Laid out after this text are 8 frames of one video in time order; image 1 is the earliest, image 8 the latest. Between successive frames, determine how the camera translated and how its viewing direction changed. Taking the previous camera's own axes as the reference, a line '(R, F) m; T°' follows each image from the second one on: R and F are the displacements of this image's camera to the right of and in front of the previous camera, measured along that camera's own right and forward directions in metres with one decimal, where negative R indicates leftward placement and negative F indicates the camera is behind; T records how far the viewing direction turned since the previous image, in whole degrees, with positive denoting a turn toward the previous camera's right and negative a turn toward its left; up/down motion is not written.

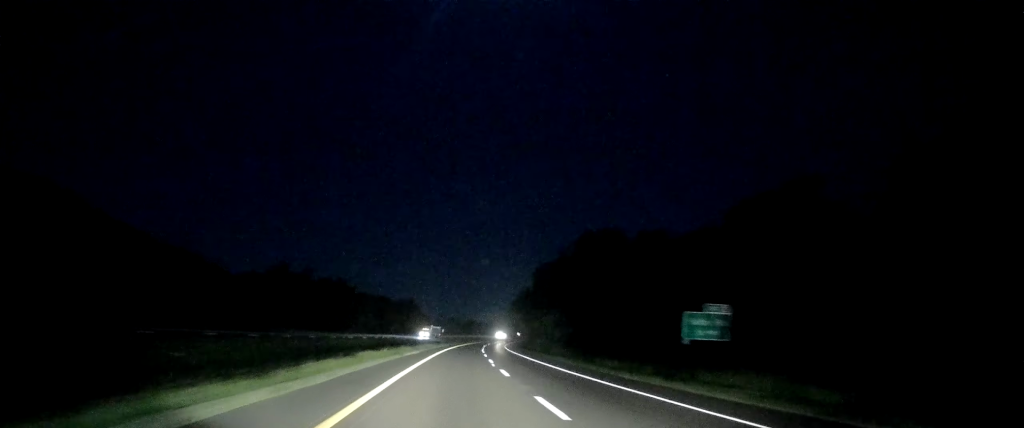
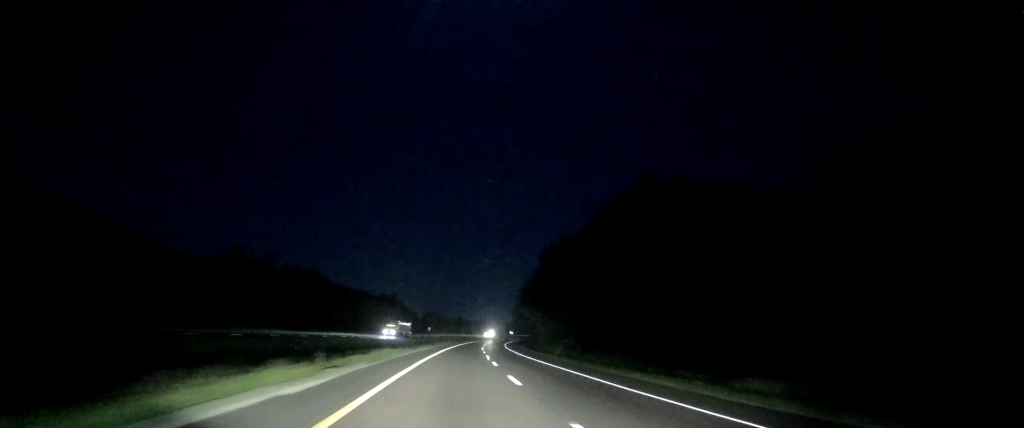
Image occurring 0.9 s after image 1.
(+0.2, +29.1) m; +1°
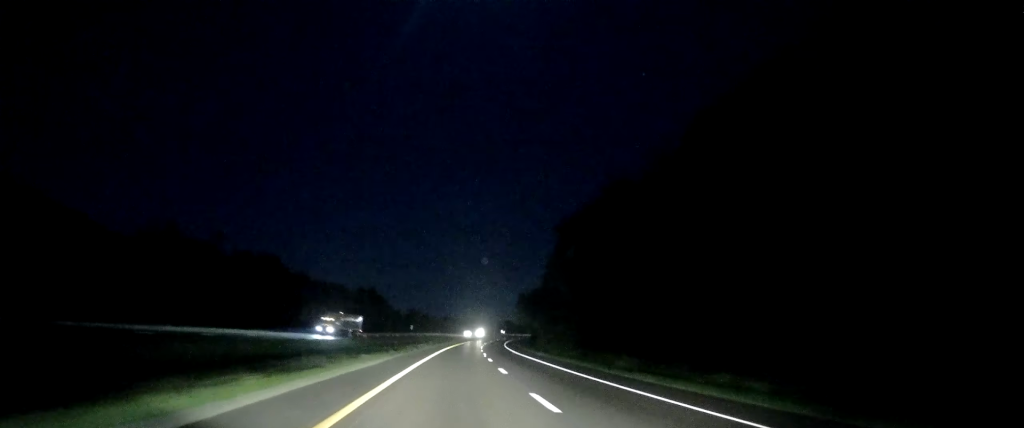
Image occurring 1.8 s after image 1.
(+0.4, +31.3) m; +1°
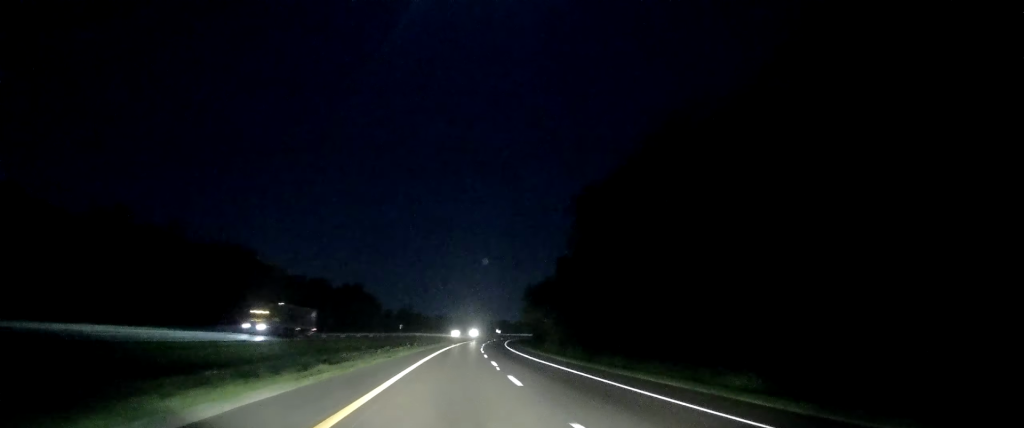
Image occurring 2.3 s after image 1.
(+0.2, +17.8) m; +1°
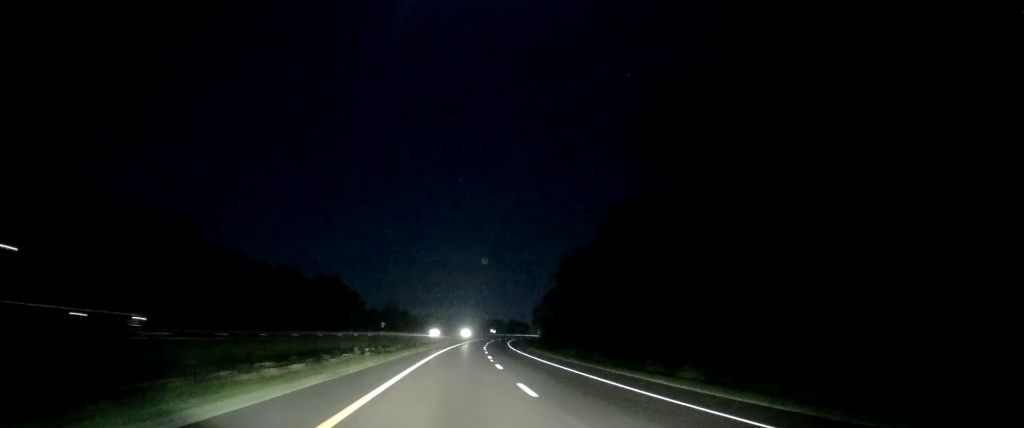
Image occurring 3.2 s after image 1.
(0.0, +27.9) m; +1°
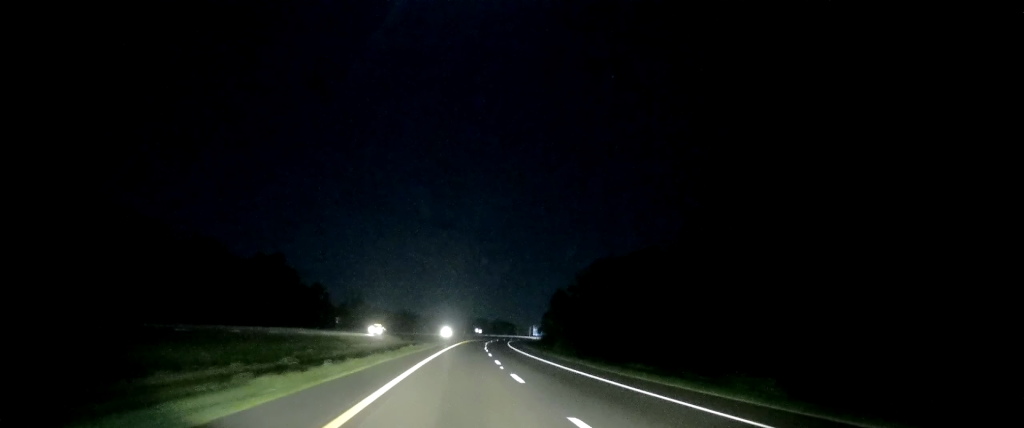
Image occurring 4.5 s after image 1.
(+1.1, +44.8) m; +2°
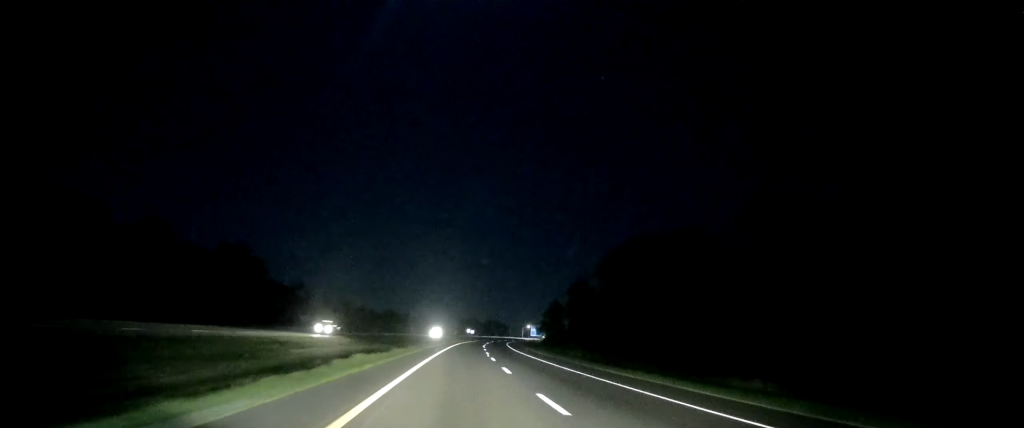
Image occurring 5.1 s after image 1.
(-0.3, +21.2) m; +1°
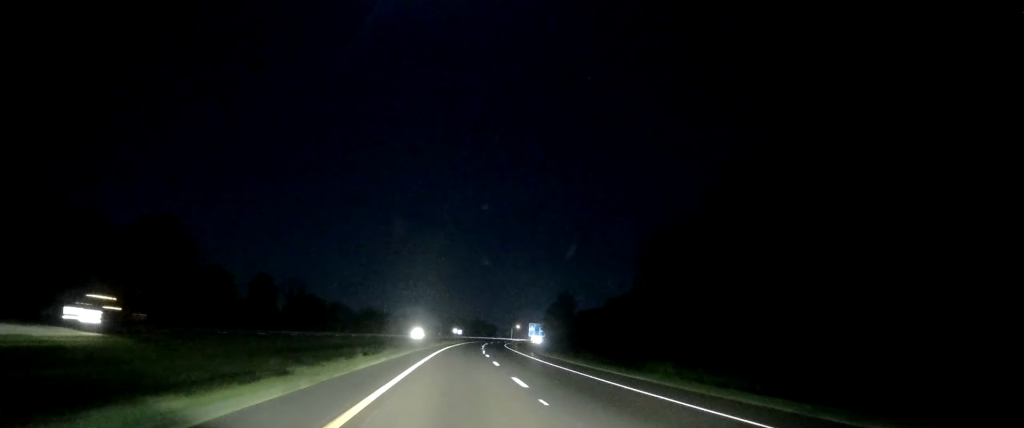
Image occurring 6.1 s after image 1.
(+0.7, +31.3) m; +2°
